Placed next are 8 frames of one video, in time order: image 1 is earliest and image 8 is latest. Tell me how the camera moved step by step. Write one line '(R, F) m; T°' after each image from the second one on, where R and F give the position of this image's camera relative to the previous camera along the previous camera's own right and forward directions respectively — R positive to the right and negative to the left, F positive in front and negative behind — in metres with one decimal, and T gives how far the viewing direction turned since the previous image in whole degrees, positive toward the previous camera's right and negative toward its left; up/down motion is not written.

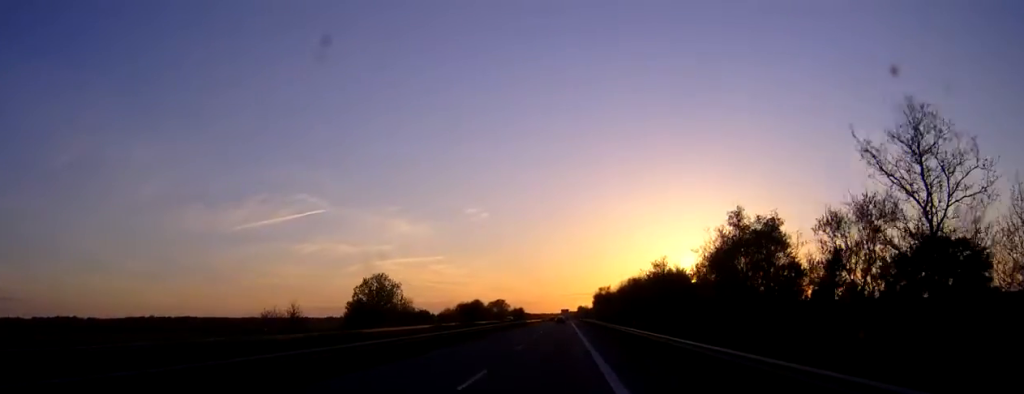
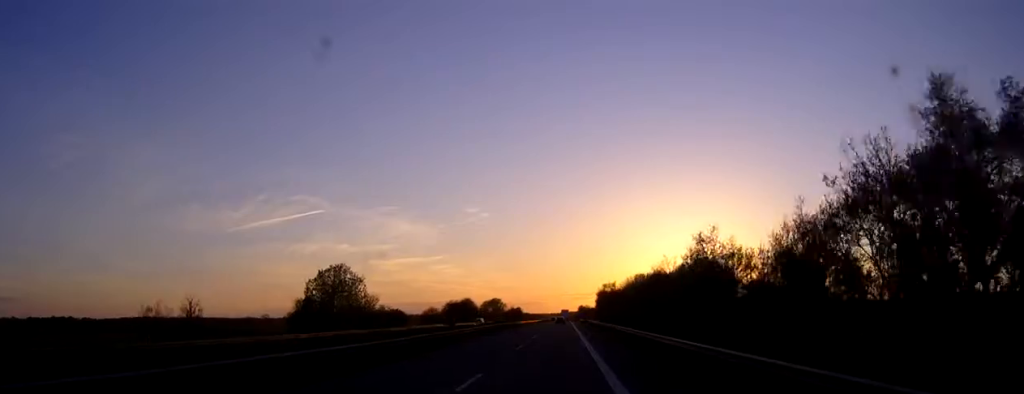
(0.0, +20.3) m; 0°
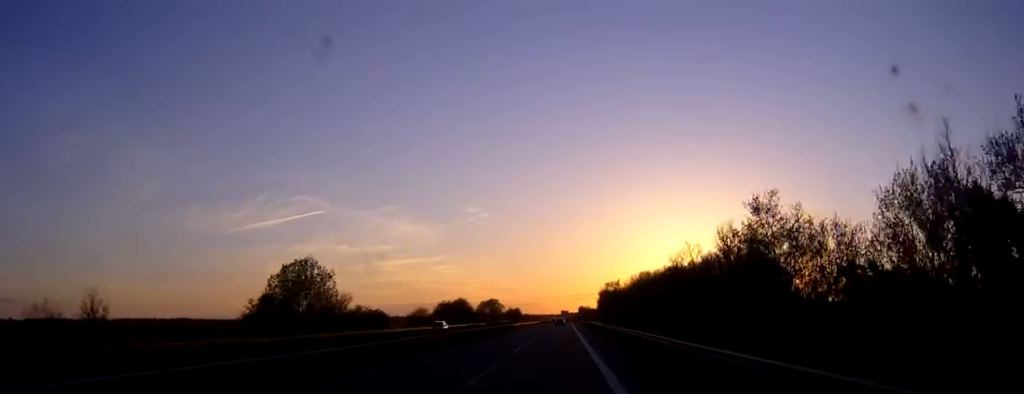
(0.0, +12.0) m; 0°
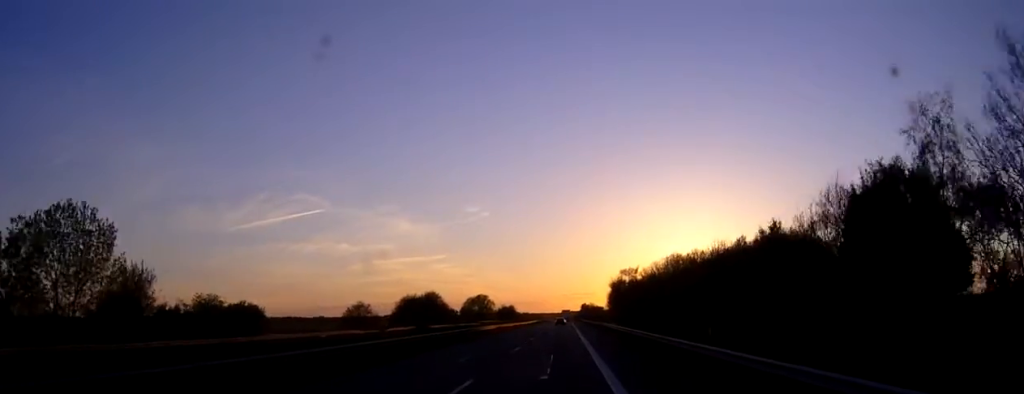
(0.0, +41.4) m; 0°
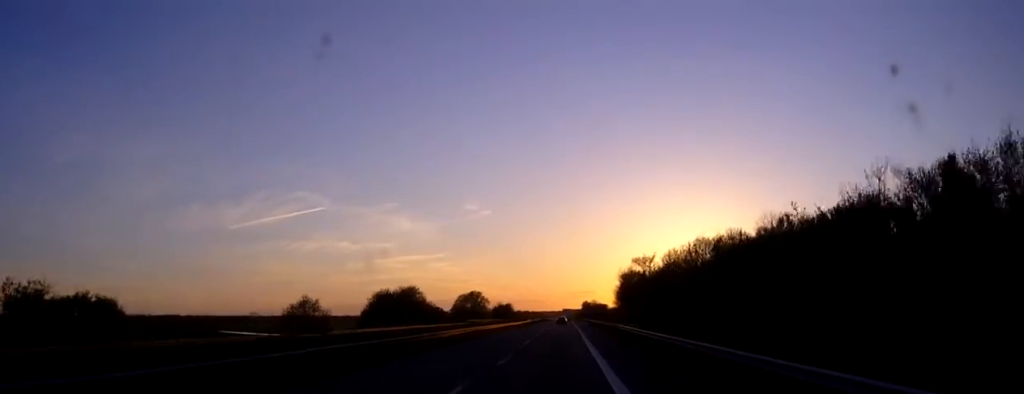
(0.0, +21.2) m; 0°
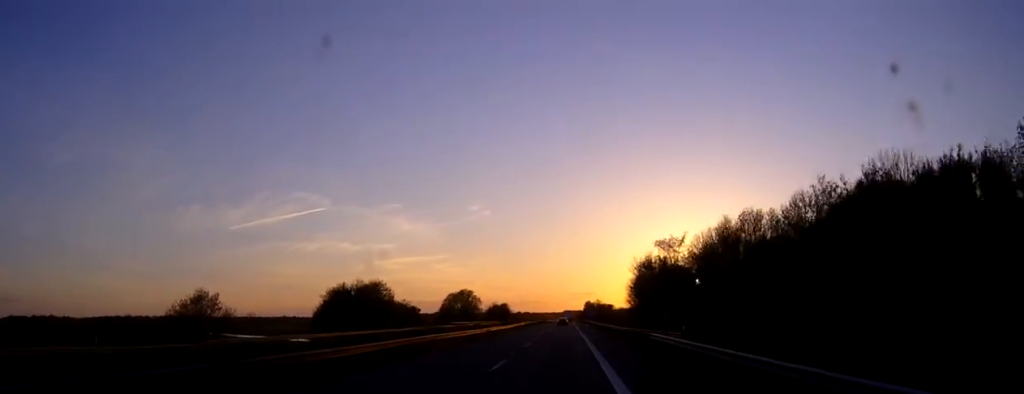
(0.0, +23.9) m; 0°
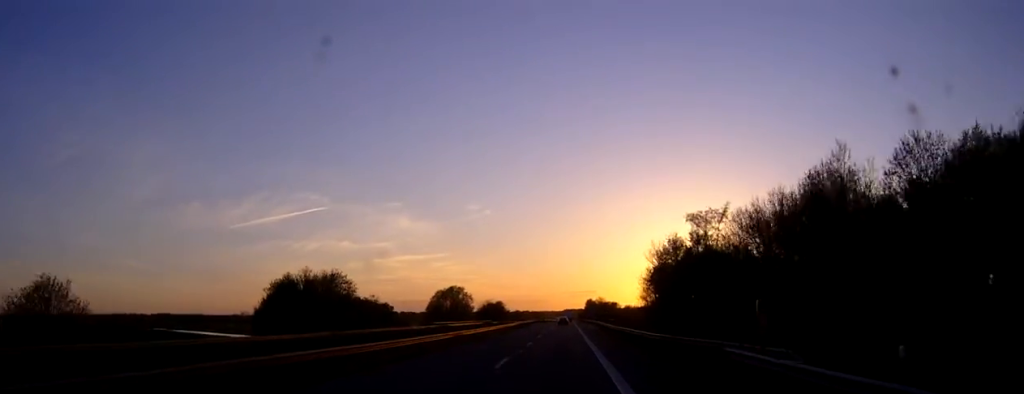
(0.0, +19.3) m; 0°
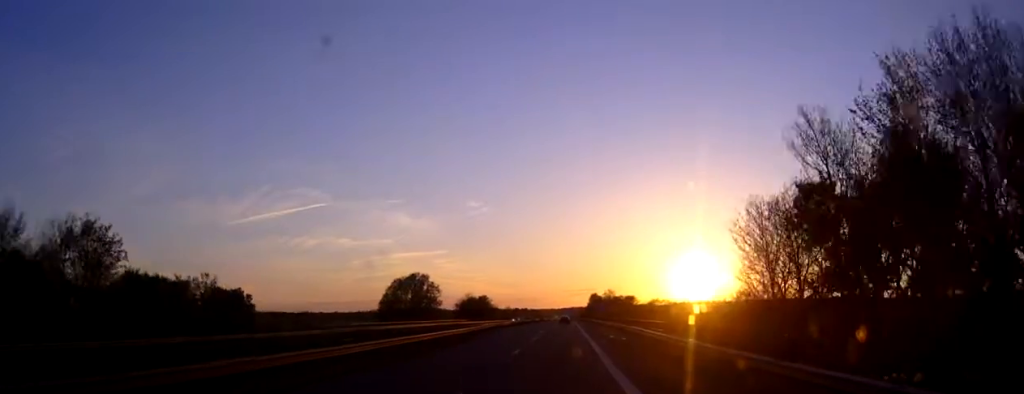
(-0.1, +48.8) m; 0°
